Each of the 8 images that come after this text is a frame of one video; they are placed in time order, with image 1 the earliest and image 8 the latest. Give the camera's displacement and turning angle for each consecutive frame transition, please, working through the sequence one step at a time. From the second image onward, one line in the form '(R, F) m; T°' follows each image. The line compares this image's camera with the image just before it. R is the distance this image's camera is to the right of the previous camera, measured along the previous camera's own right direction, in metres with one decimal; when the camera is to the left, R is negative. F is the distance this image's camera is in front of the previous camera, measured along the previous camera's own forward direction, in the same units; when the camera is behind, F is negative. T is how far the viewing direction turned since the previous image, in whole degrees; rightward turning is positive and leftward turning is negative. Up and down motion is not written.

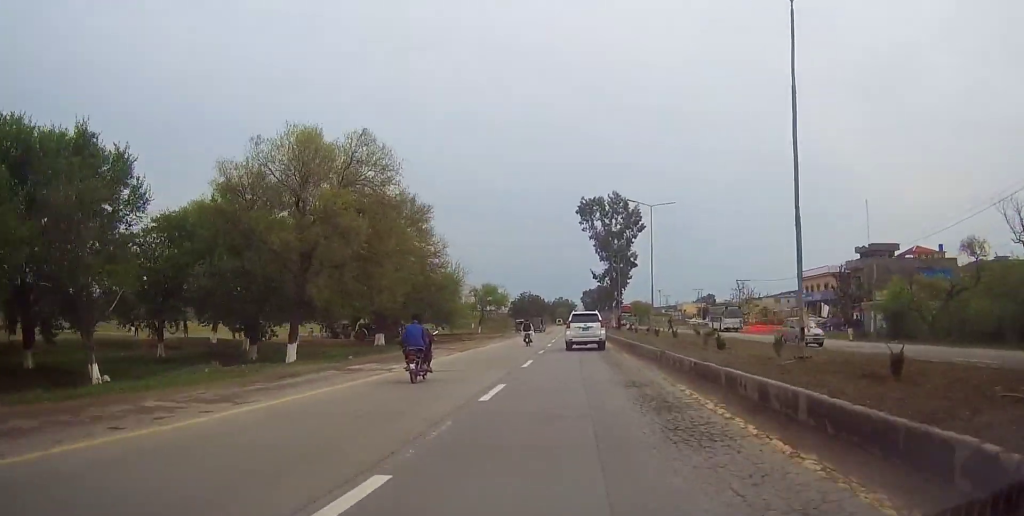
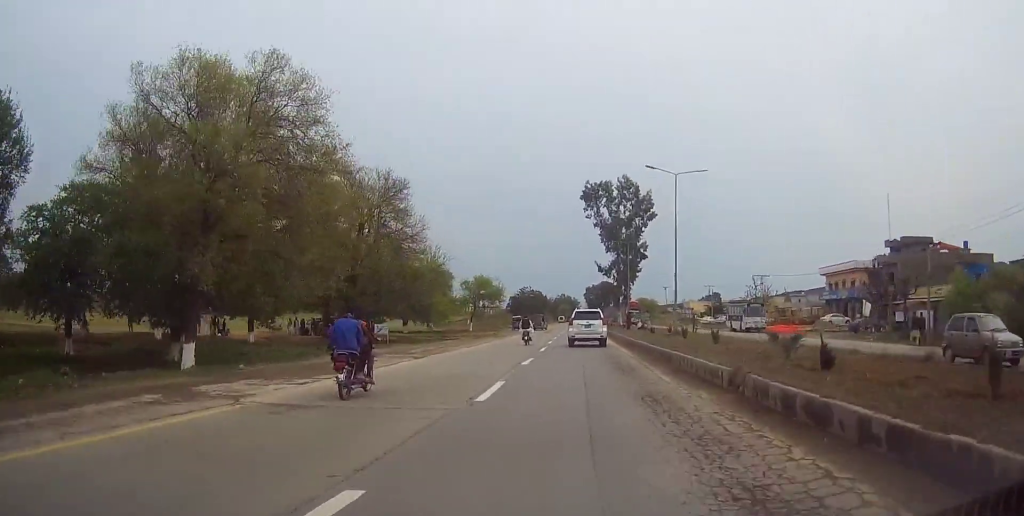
(-0.3, +9.4) m; -1°
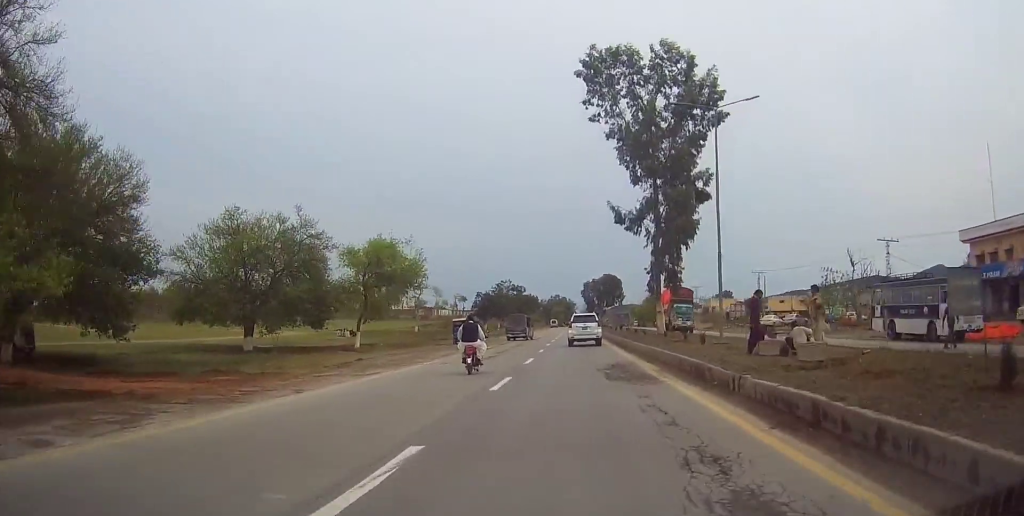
(-0.3, +43.0) m; +1°
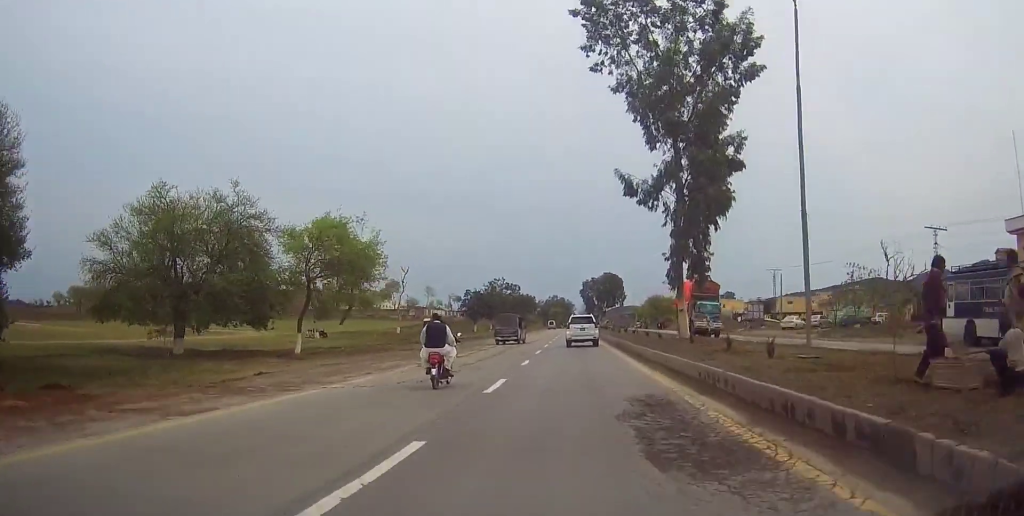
(0.0, +8.8) m; +1°
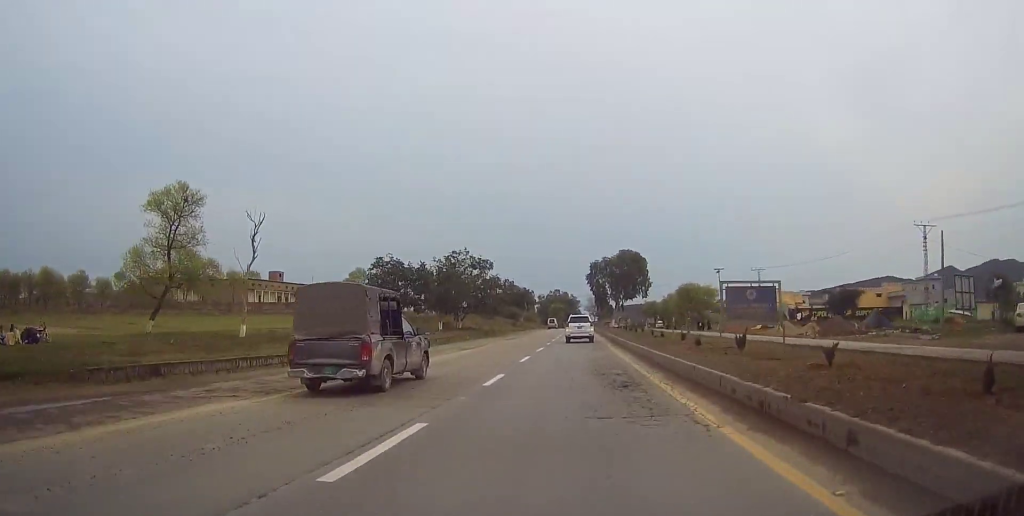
(-0.1, +43.4) m; -1°
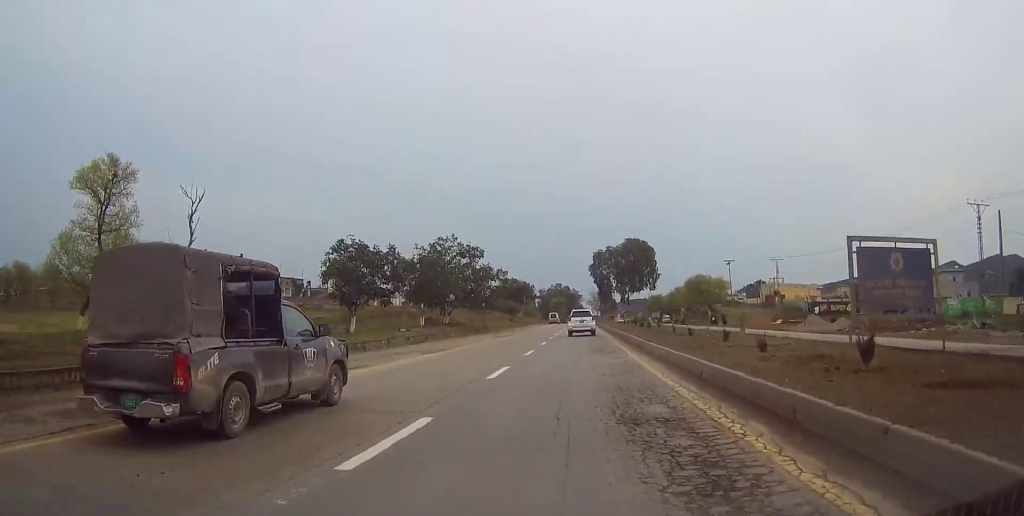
(+0.1, +8.9) m; -1°
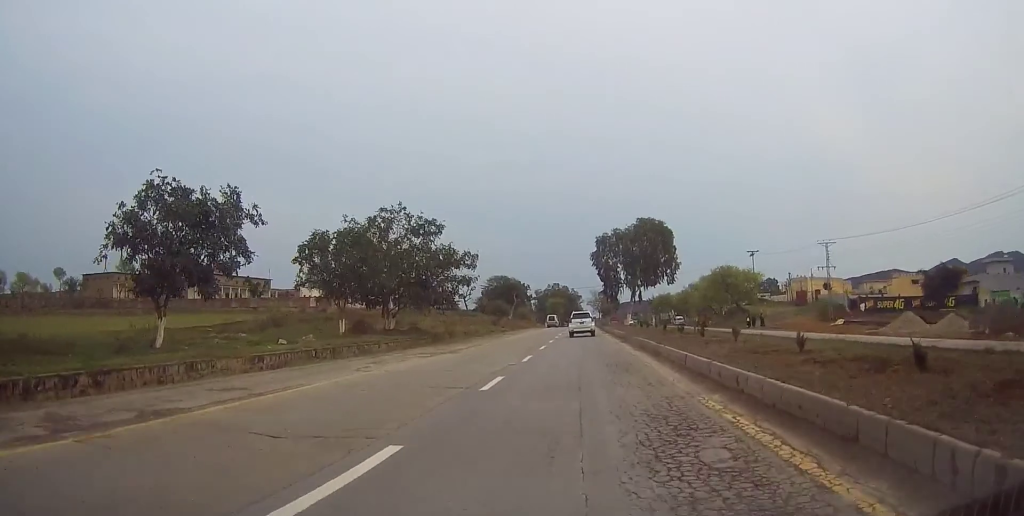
(-0.4, +20.3) m; -1°
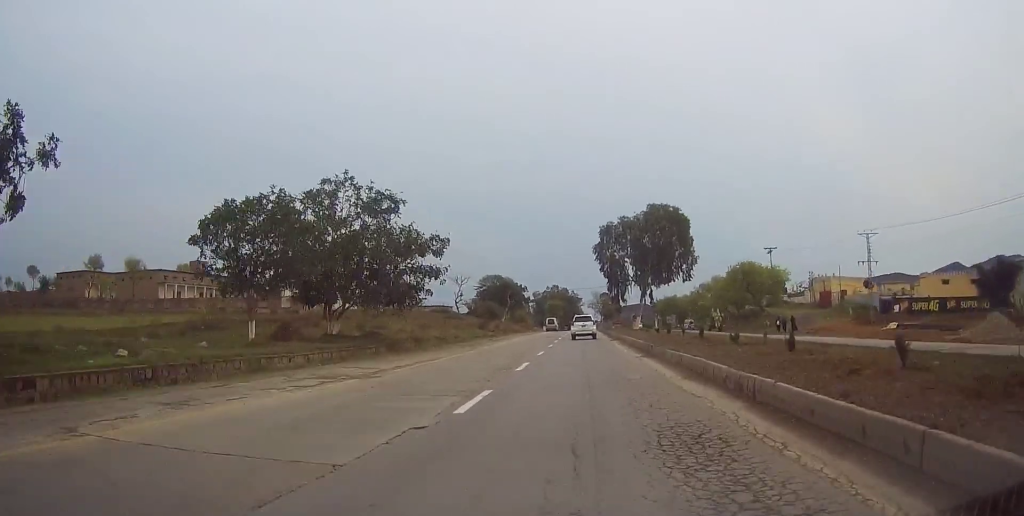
(-0.1, +11.4) m; 0°
